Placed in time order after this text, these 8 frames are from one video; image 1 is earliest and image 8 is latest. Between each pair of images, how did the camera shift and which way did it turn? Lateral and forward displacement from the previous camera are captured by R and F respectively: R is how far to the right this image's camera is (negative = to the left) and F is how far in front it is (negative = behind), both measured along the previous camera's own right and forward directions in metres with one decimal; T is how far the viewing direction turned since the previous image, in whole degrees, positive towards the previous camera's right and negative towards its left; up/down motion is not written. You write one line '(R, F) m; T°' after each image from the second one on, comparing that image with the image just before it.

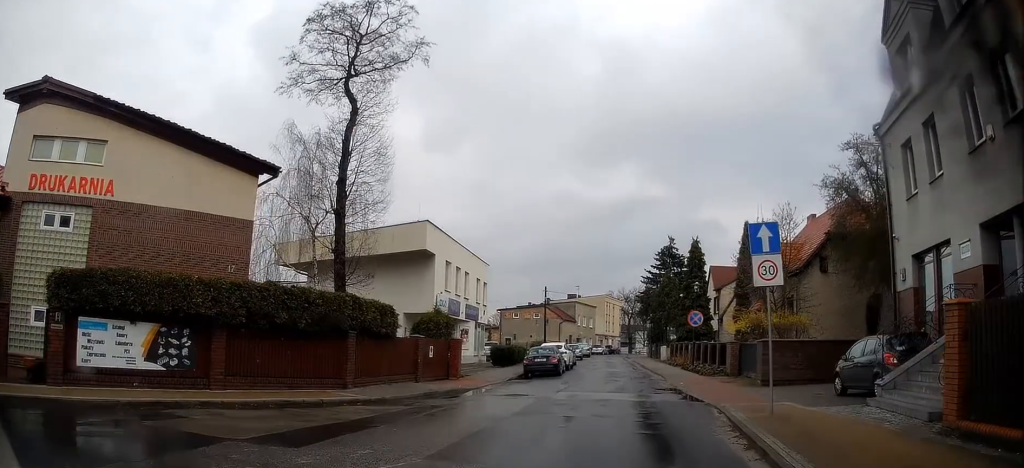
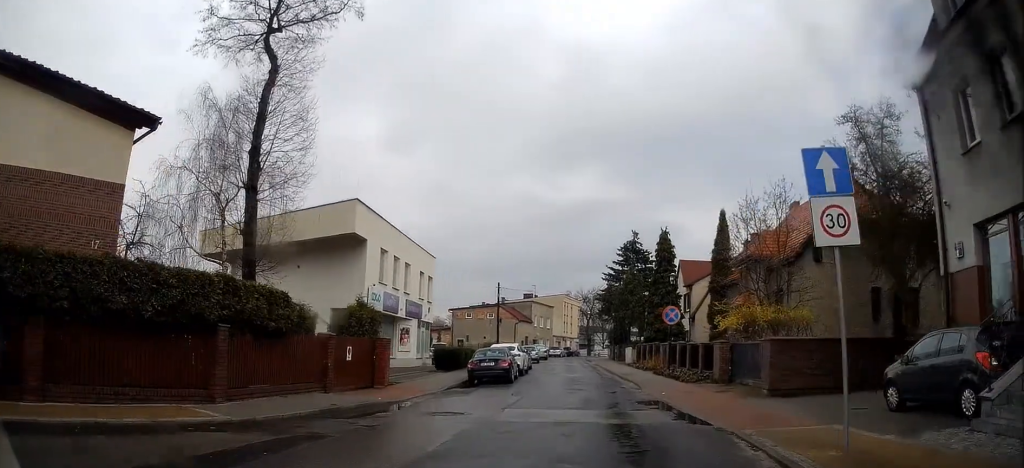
(+0.3, +4.1) m; +1°
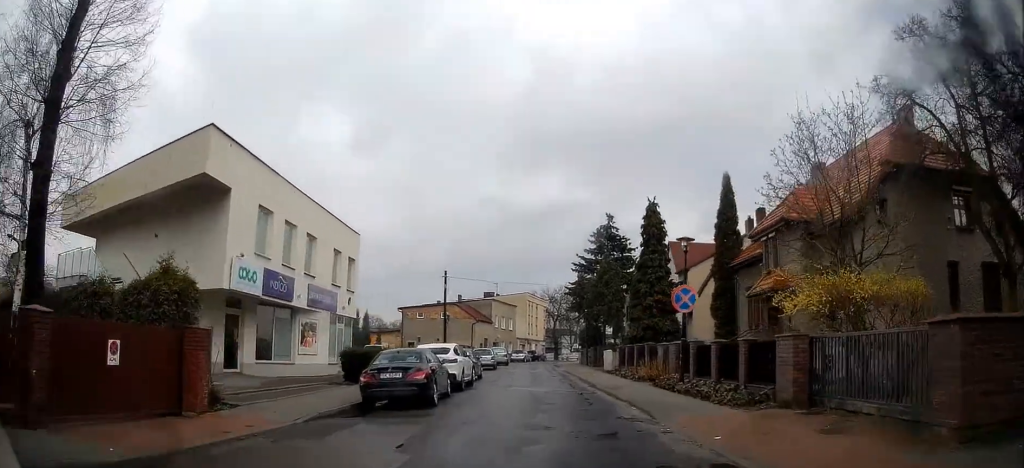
(-0.4, +8.5) m; -1°
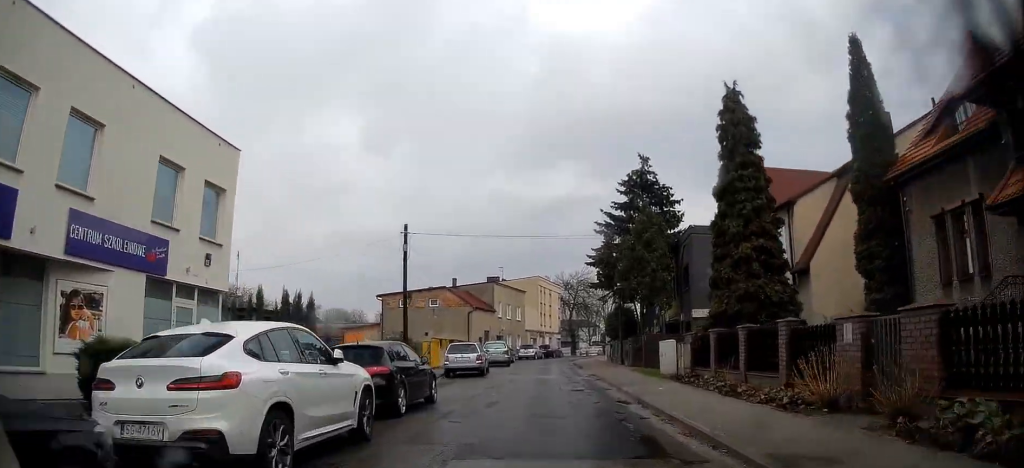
(+0.2, +13.6) m; 0°
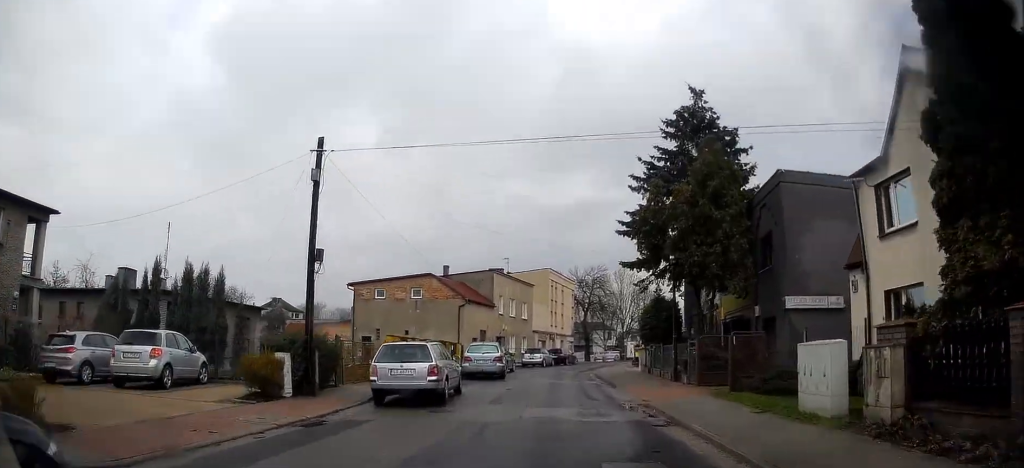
(0.0, +12.0) m; -1°
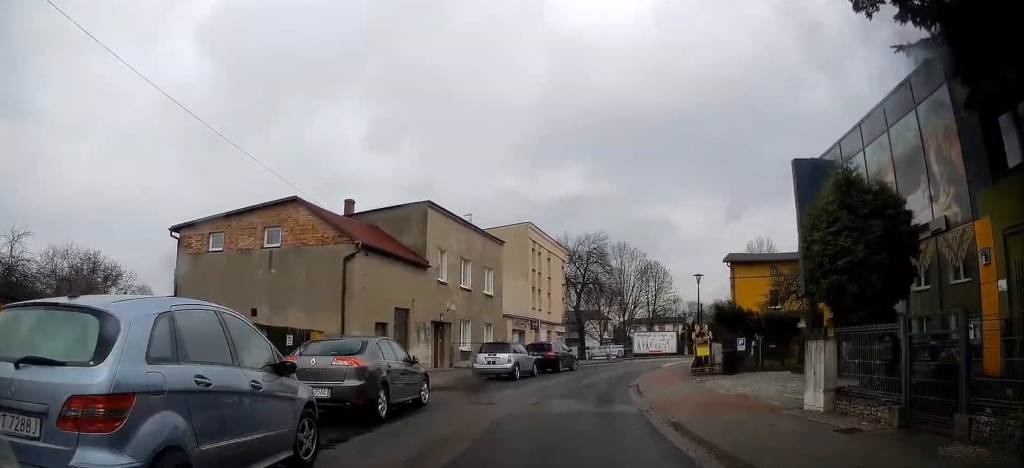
(-0.2, +24.7) m; 0°
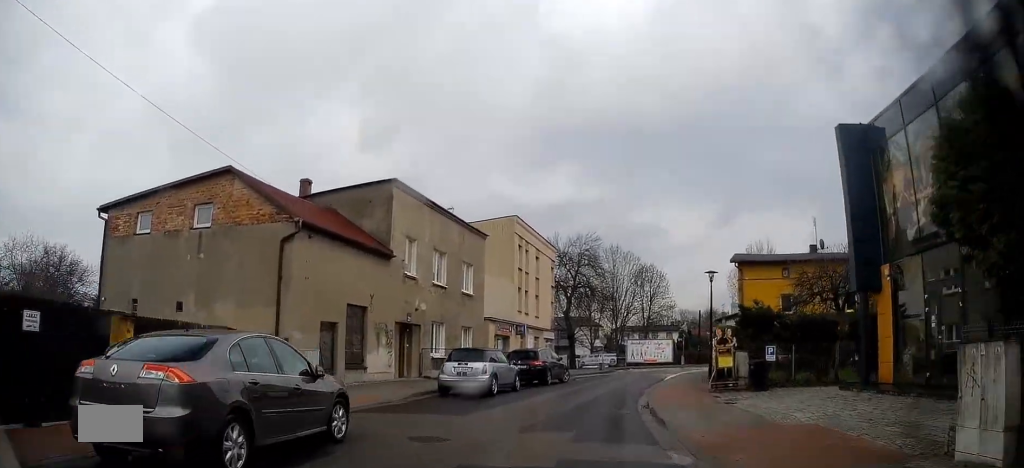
(0.0, +5.0) m; 0°
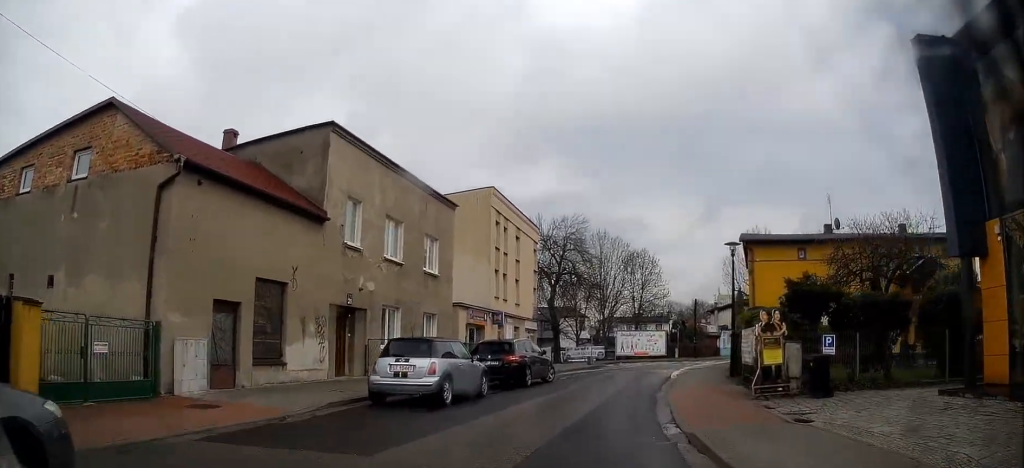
(0.0, +6.1) m; 0°
